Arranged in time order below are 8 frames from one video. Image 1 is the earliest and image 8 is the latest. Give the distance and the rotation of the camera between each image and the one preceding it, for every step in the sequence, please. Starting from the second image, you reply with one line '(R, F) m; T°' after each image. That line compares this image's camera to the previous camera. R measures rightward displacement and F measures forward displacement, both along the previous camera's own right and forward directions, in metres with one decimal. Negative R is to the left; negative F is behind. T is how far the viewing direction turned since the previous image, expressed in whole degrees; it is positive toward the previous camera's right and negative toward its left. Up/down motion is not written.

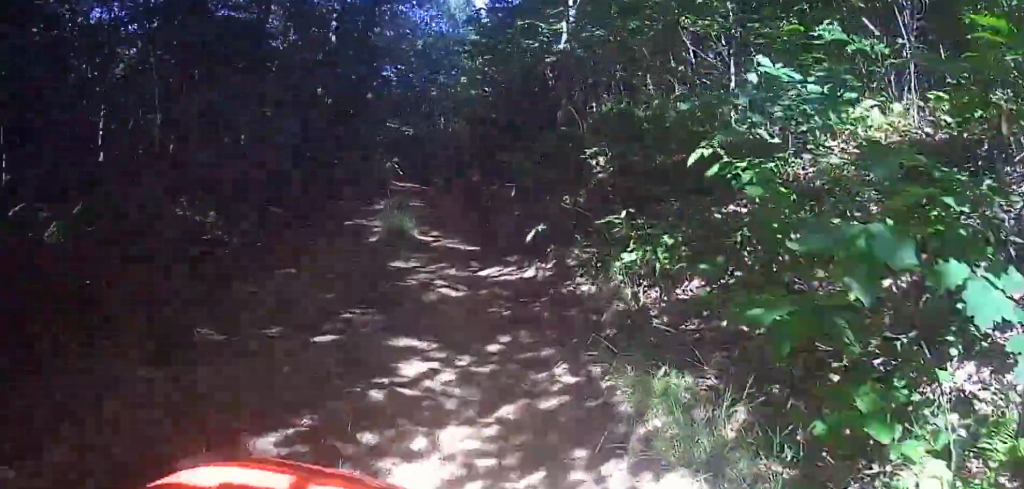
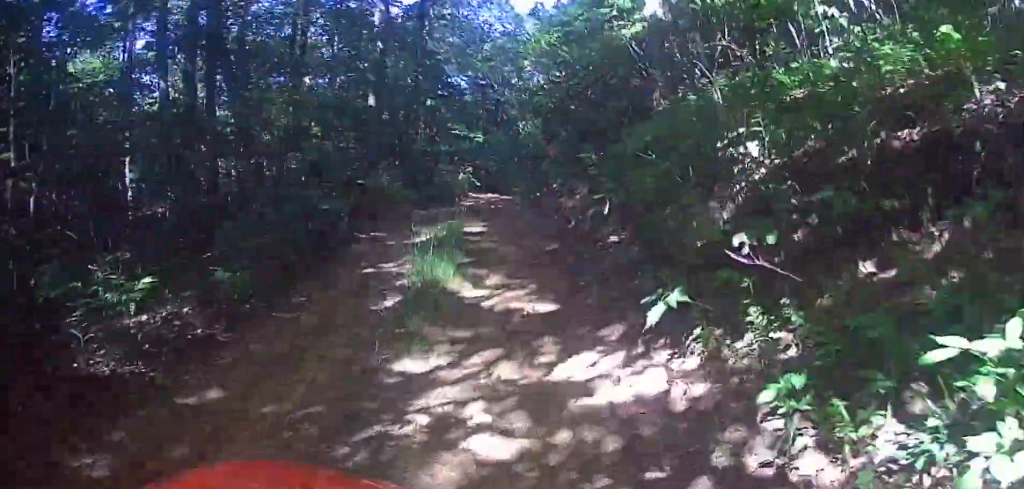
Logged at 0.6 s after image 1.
(0.0, +3.0) m; -1°
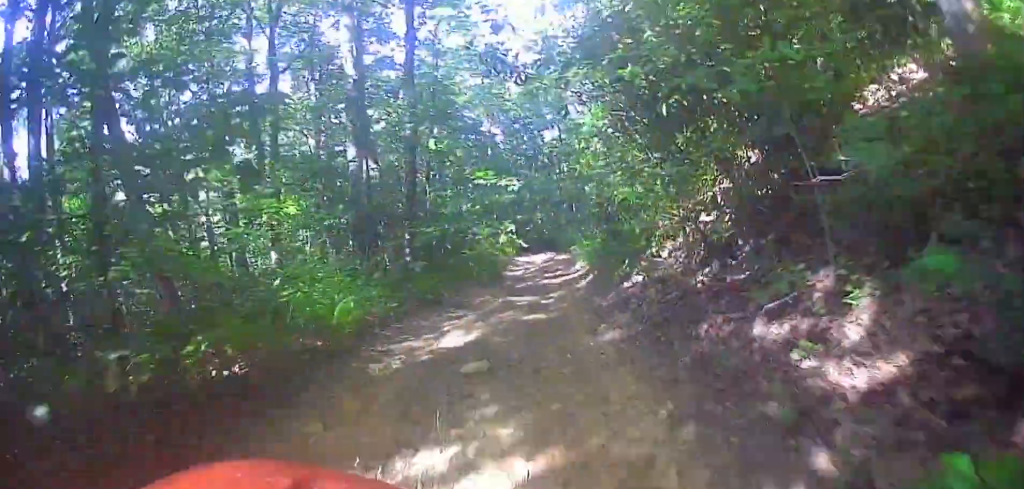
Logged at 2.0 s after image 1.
(-1.3, +6.6) m; -31°
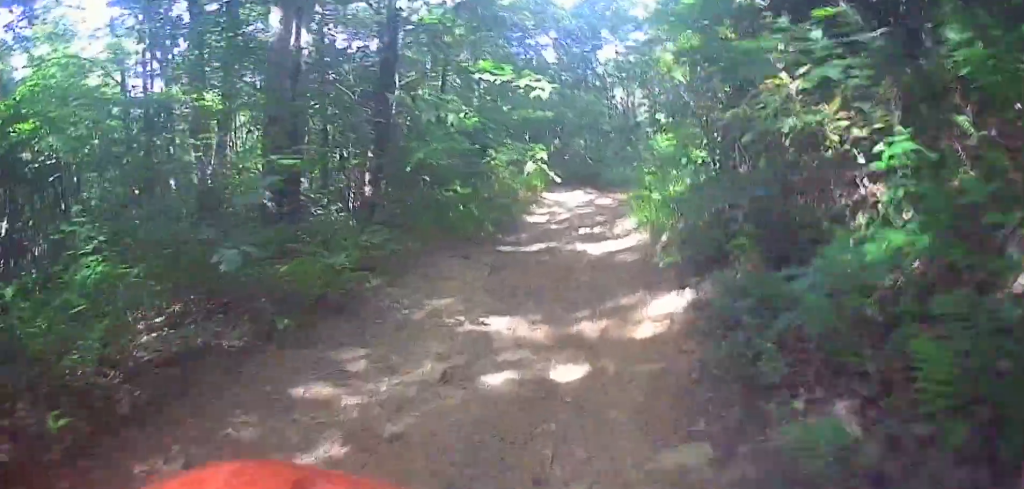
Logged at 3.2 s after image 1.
(-1.7, +6.2) m; -14°
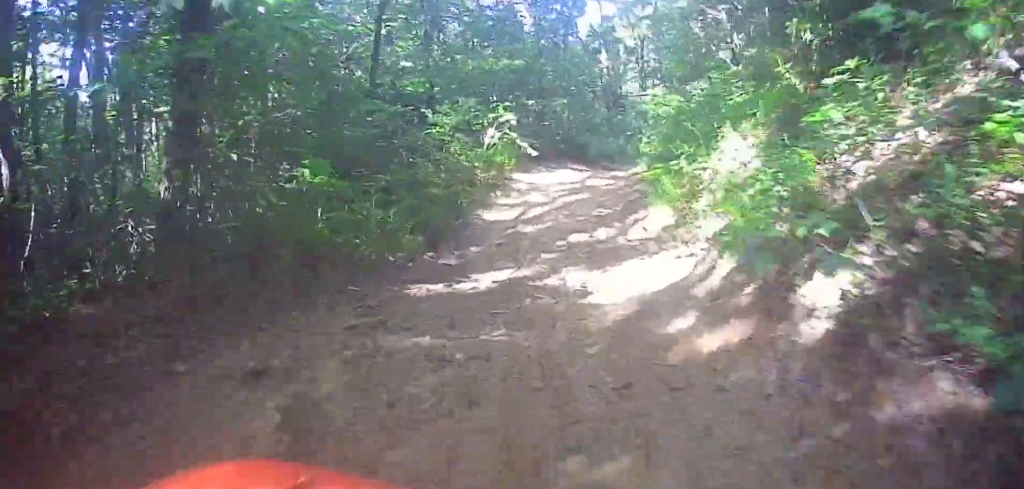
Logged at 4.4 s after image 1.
(+0.2, +6.7) m; +12°
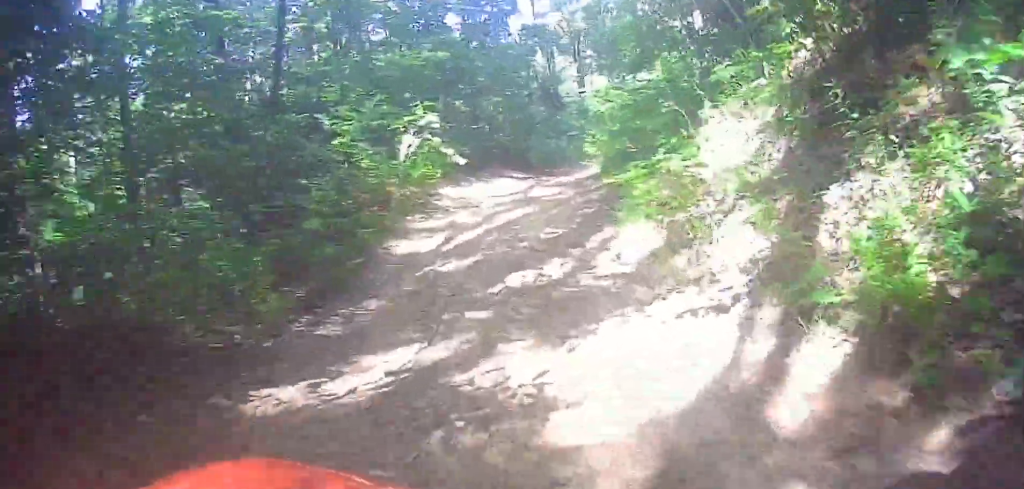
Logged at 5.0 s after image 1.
(+0.3, +2.0) m; -17°
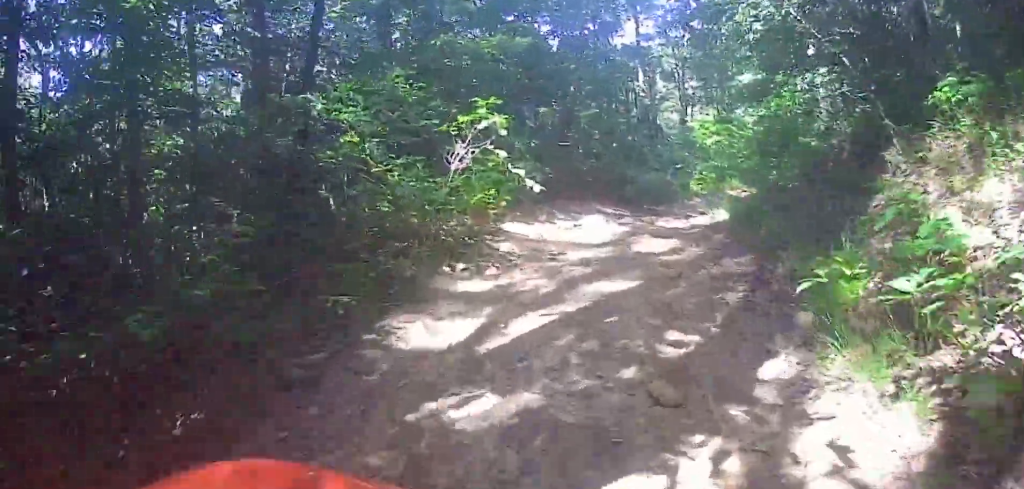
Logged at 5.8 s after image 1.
(+0.3, +1.6) m; -39°
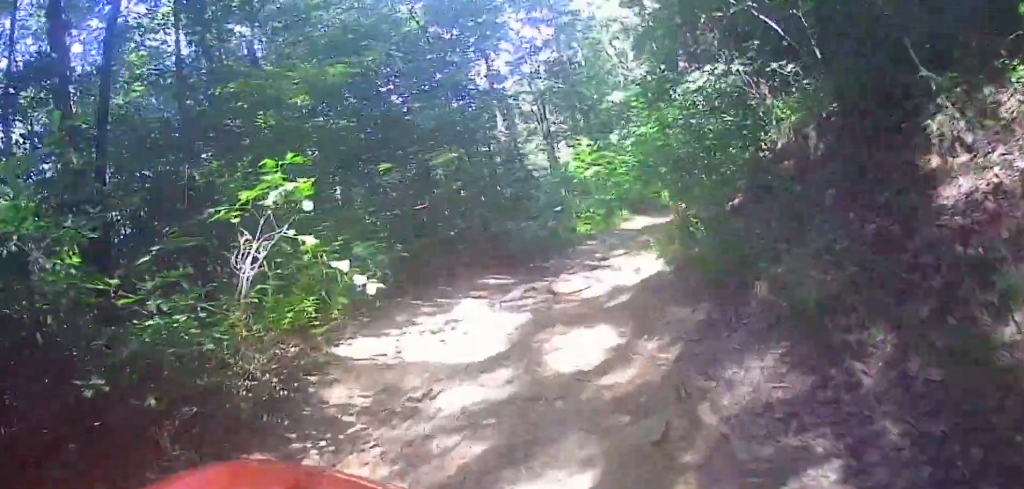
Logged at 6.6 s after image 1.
(-1.6, +4.7) m; -16°
